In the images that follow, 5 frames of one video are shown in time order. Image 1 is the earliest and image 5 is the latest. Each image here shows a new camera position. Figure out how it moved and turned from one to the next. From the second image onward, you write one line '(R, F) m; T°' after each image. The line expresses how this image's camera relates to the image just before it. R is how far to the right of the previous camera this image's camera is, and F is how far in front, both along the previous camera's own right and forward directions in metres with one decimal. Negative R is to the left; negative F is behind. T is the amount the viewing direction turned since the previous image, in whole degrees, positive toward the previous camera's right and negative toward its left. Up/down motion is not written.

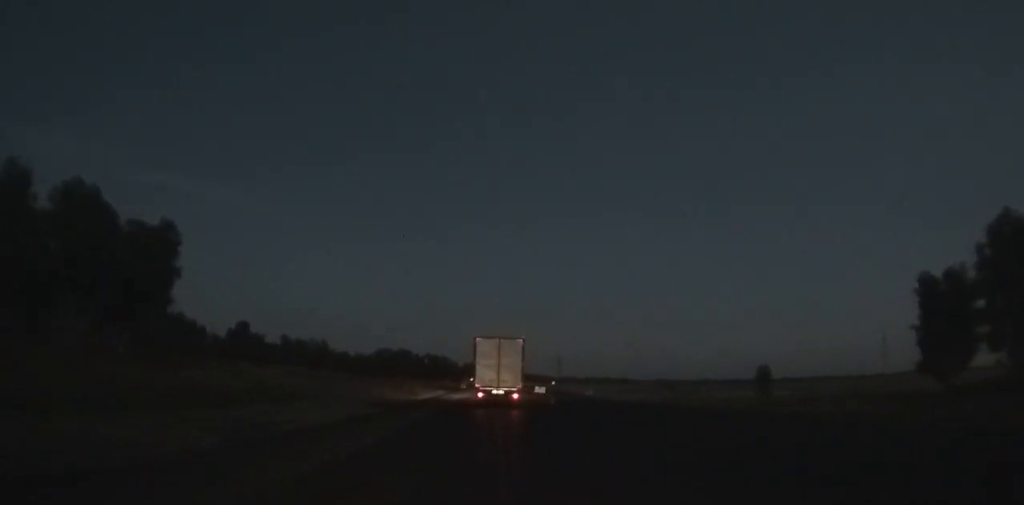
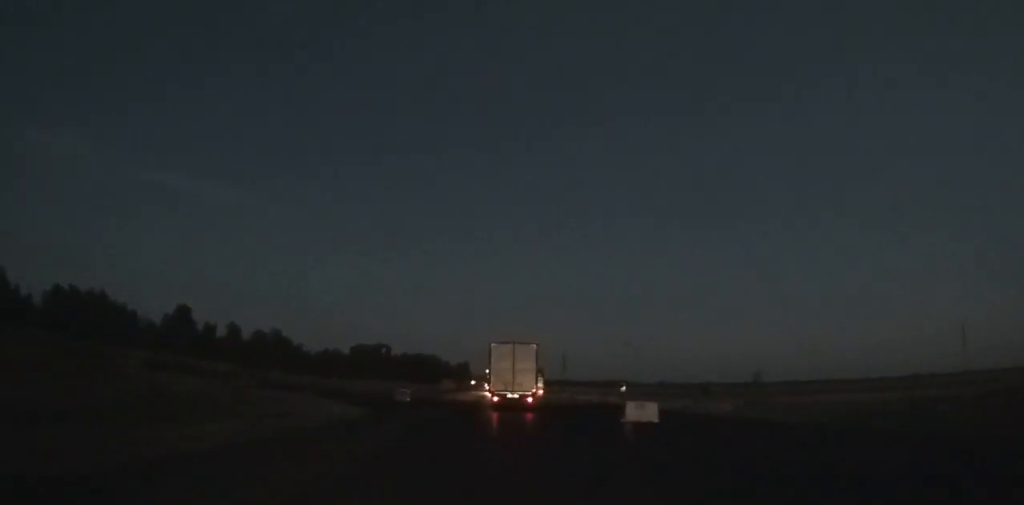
(+0.1, +48.1) m; +1°
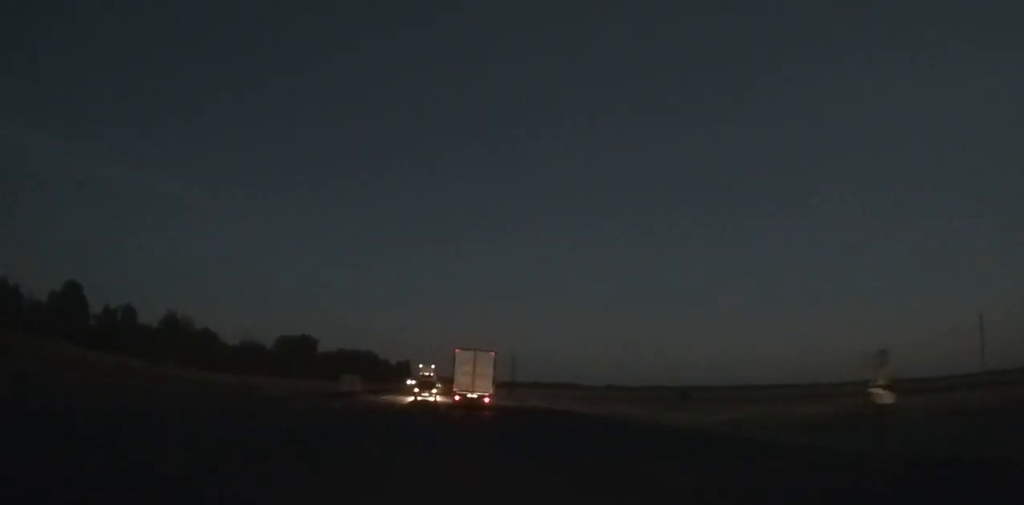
(+0.6, +36.1) m; +1°
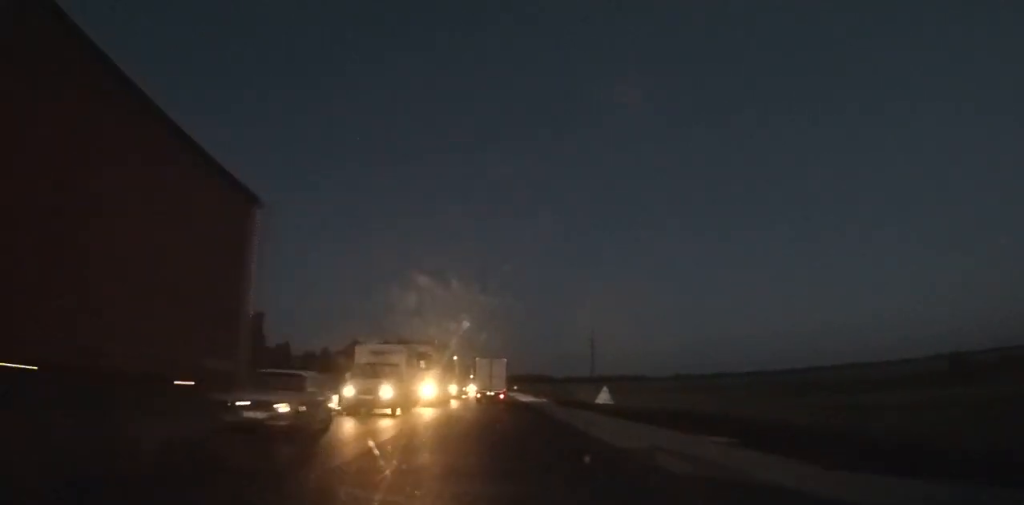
(-0.7, +101.5) m; -2°
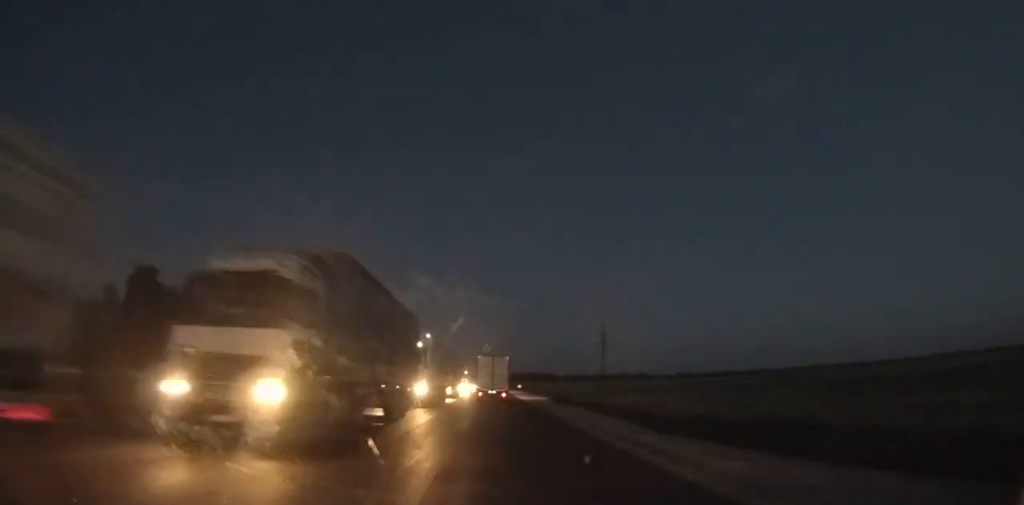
(-0.1, +22.6) m; 0°
